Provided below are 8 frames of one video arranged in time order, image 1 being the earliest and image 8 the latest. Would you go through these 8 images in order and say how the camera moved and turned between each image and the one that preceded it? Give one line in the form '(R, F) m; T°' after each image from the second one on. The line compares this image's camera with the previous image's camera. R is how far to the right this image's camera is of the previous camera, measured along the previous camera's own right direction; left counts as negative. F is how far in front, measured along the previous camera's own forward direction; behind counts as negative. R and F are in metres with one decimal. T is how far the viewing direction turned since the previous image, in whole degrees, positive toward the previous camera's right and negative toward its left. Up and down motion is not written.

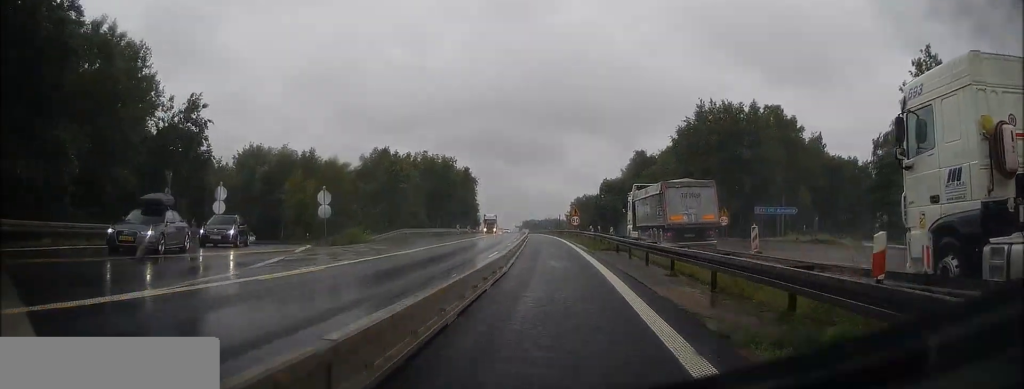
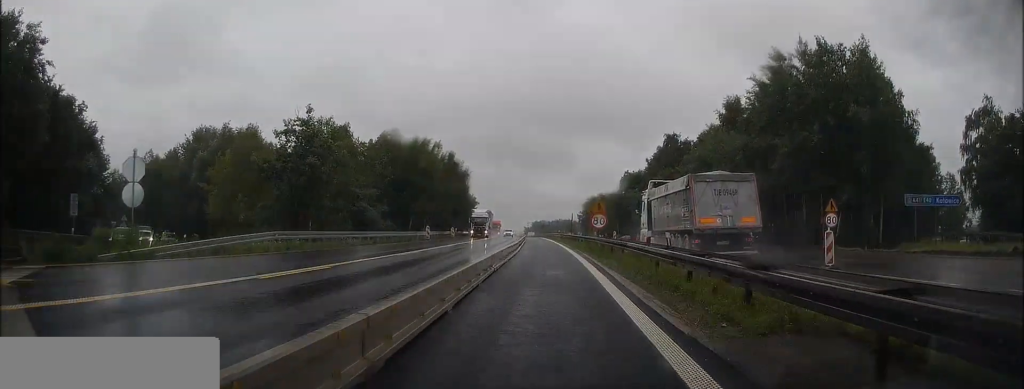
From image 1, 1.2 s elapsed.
(-0.2, +22.9) m; -1°
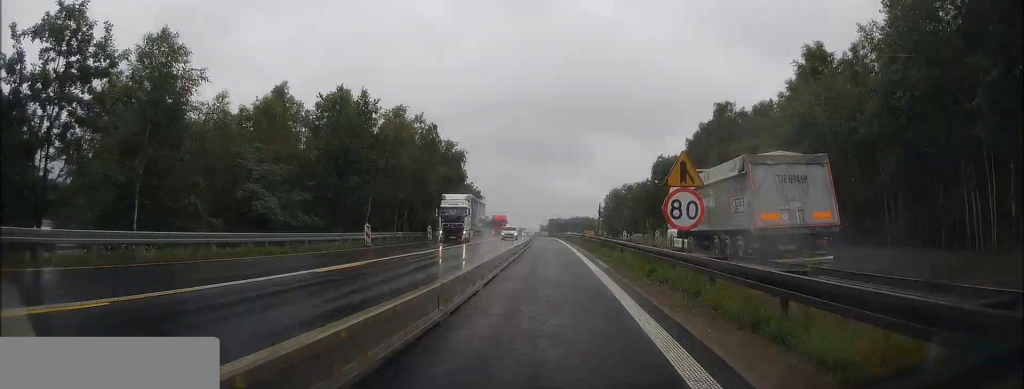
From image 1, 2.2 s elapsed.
(-0.3, +20.5) m; -1°
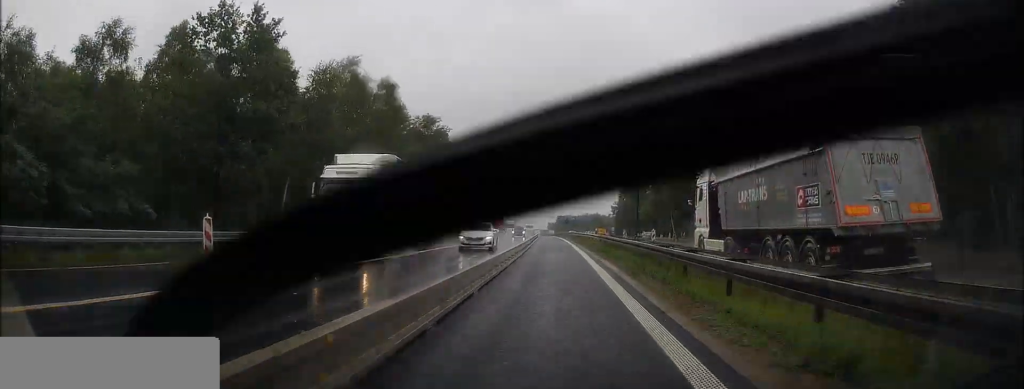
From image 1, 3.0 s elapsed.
(-0.1, +16.8) m; -1°
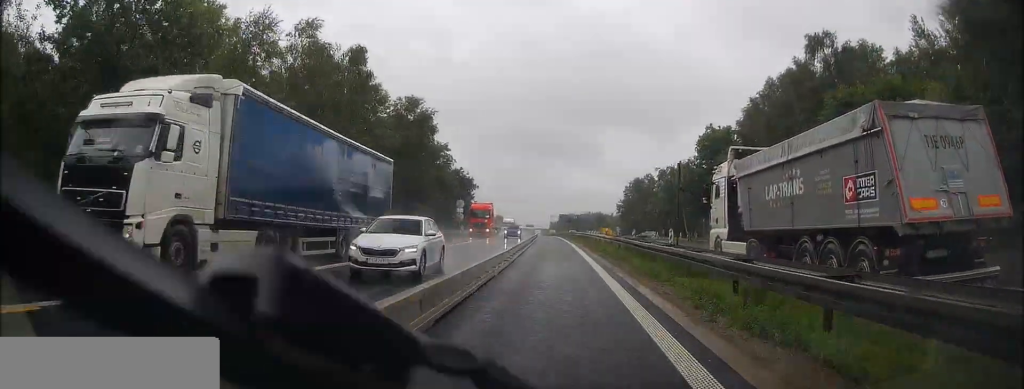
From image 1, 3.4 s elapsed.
(0.0, +8.1) m; 0°
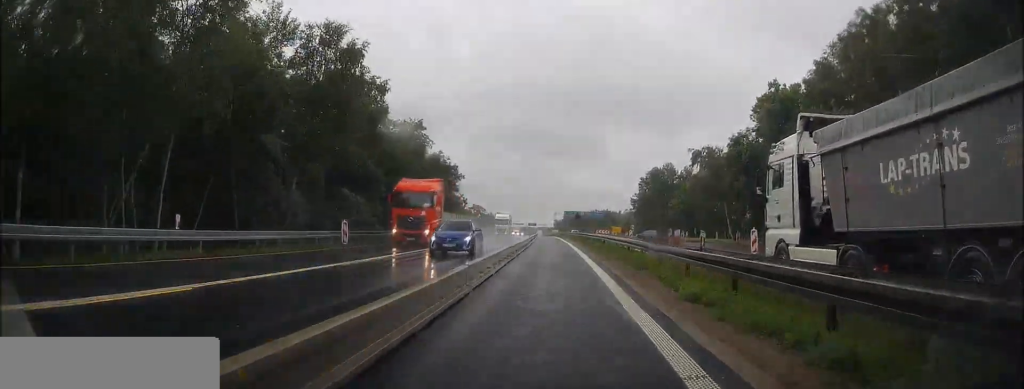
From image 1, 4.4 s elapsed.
(-0.2, +20.0) m; -1°
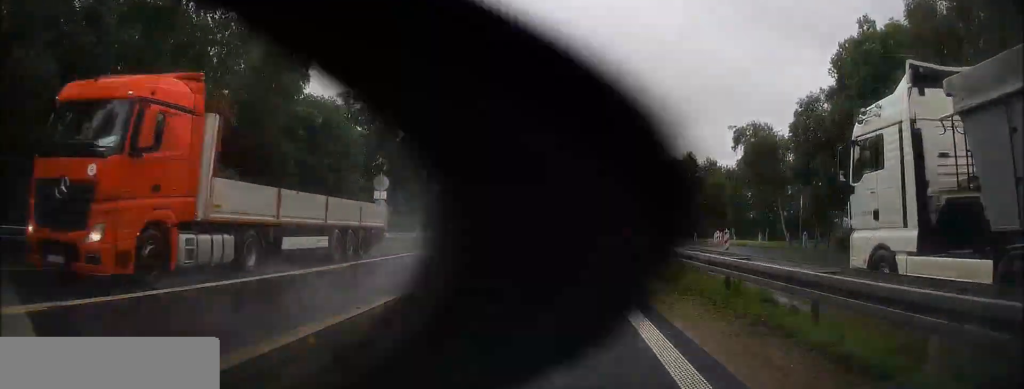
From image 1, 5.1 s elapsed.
(-0.1, +15.4) m; 0°
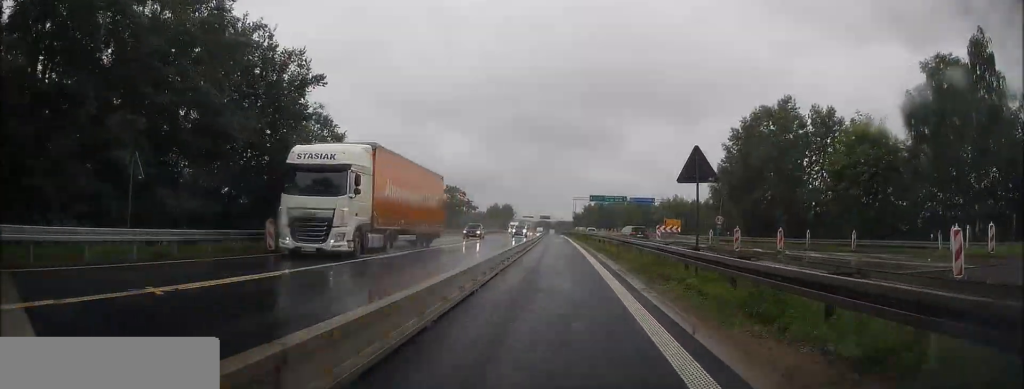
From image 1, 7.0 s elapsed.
(-0.3, +40.1) m; -1°
